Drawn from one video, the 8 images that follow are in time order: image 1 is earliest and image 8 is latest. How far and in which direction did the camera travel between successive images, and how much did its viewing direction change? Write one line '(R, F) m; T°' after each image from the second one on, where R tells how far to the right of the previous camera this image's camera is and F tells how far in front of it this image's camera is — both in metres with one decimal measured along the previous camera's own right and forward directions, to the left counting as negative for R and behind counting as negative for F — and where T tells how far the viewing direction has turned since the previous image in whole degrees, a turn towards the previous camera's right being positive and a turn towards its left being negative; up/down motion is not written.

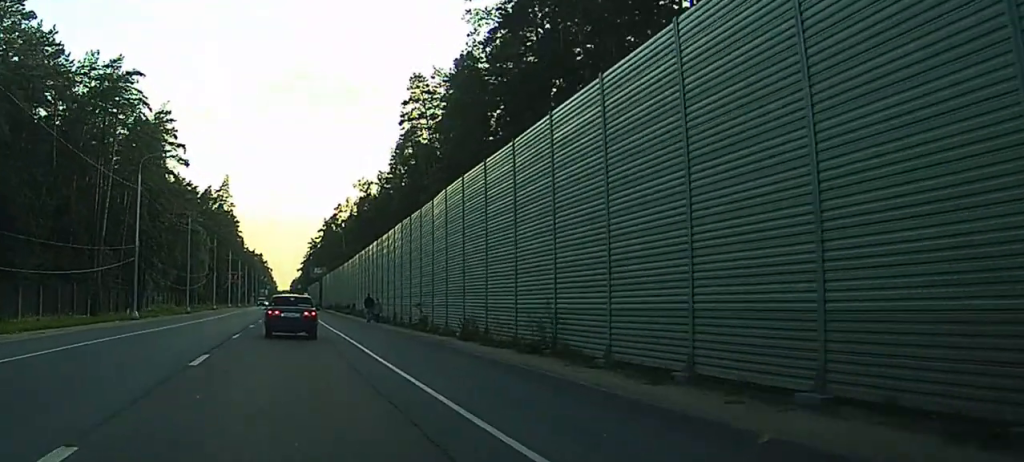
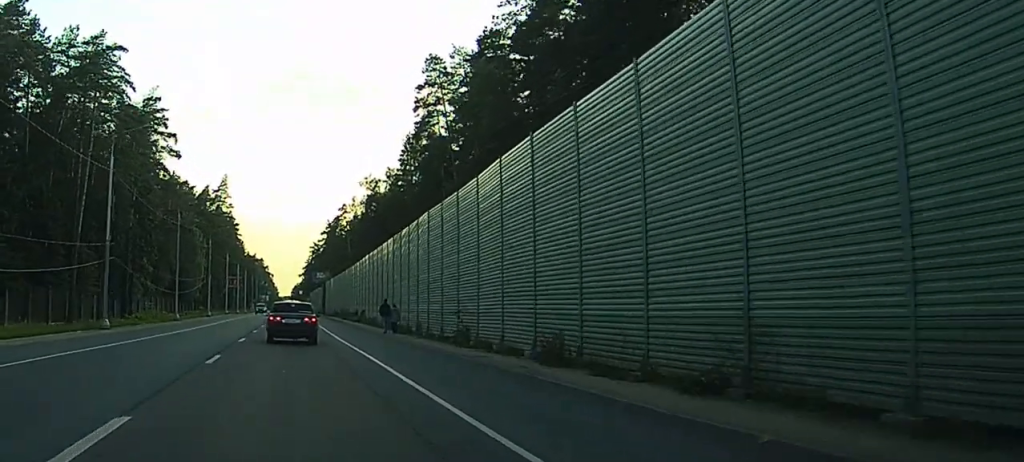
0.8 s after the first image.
(-0.1, +10.2) m; 0°
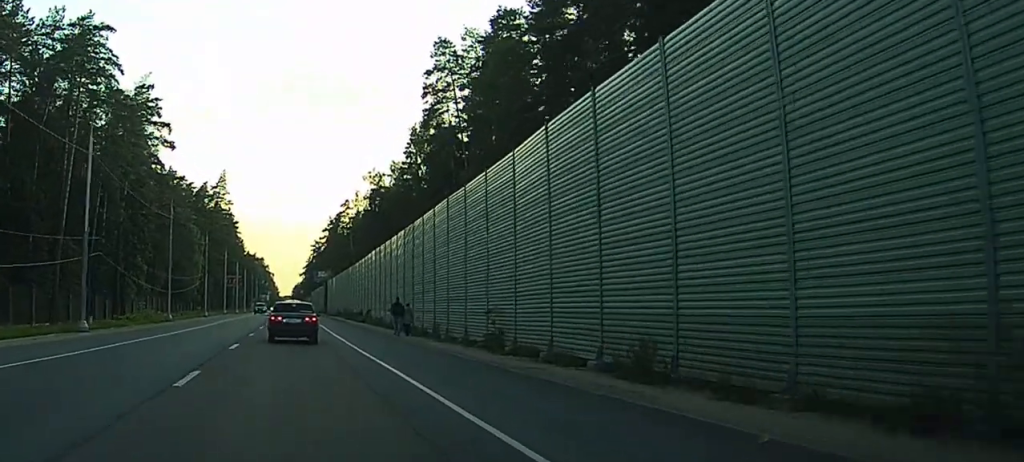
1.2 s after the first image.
(+0.1, +5.5) m; 0°
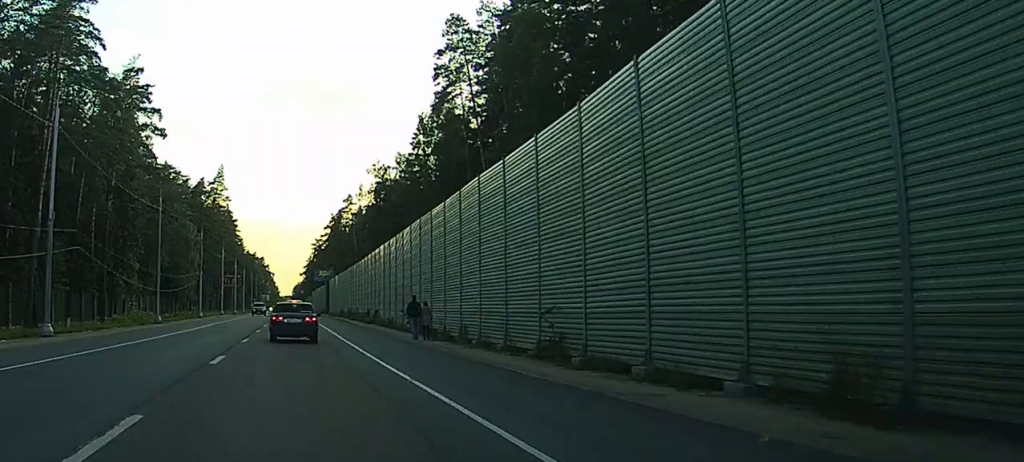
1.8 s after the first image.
(+0.1, +6.8) m; 0°
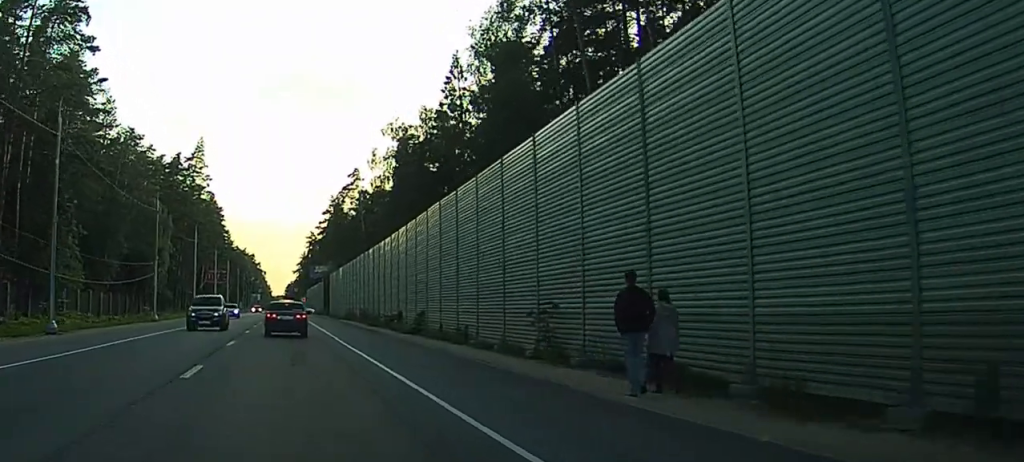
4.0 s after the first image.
(+0.4, +28.5) m; +1°
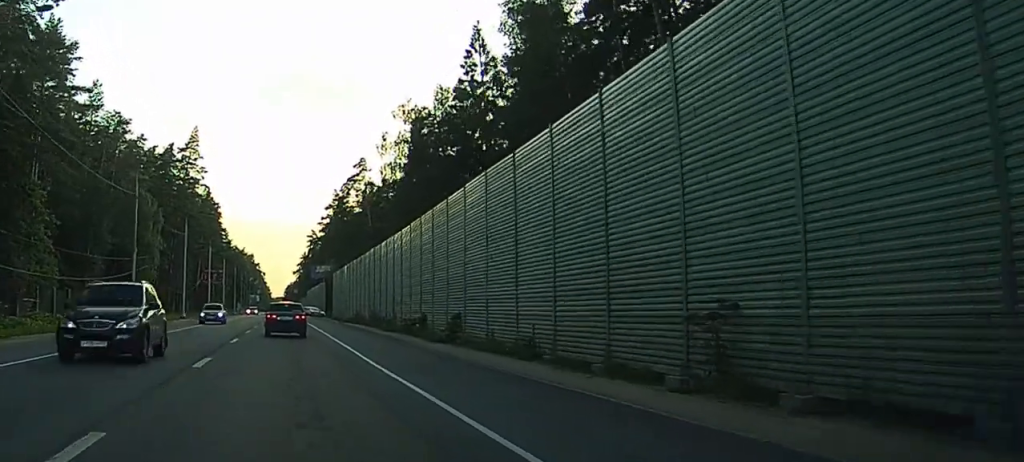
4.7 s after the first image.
(-0.1, +9.4) m; -1°
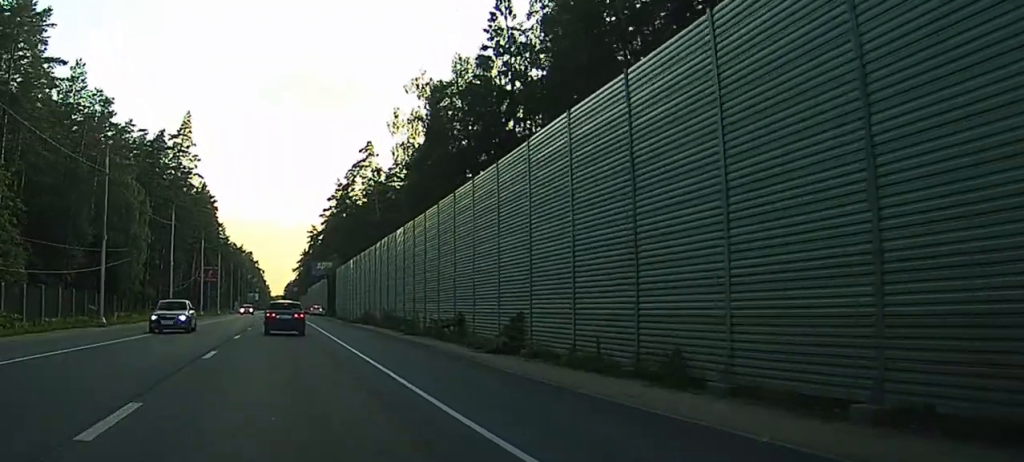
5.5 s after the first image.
(0.0, +9.4) m; 0°
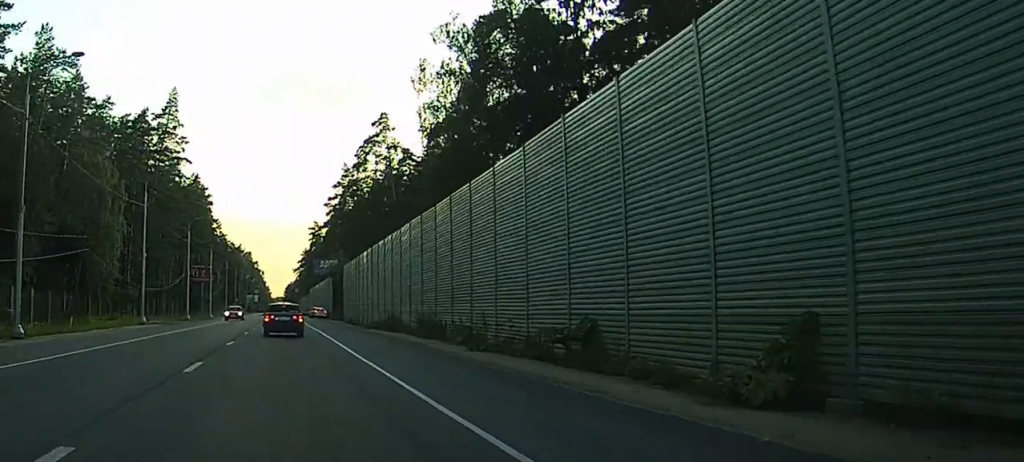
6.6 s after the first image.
(+0.1, +14.9) m; +1°
